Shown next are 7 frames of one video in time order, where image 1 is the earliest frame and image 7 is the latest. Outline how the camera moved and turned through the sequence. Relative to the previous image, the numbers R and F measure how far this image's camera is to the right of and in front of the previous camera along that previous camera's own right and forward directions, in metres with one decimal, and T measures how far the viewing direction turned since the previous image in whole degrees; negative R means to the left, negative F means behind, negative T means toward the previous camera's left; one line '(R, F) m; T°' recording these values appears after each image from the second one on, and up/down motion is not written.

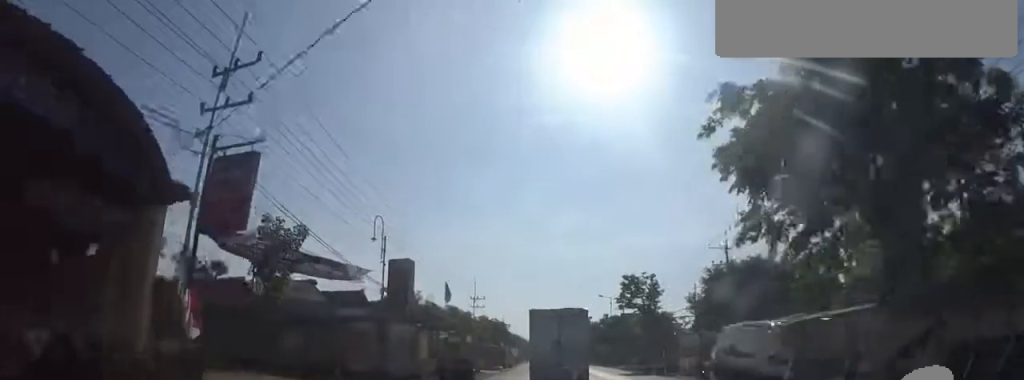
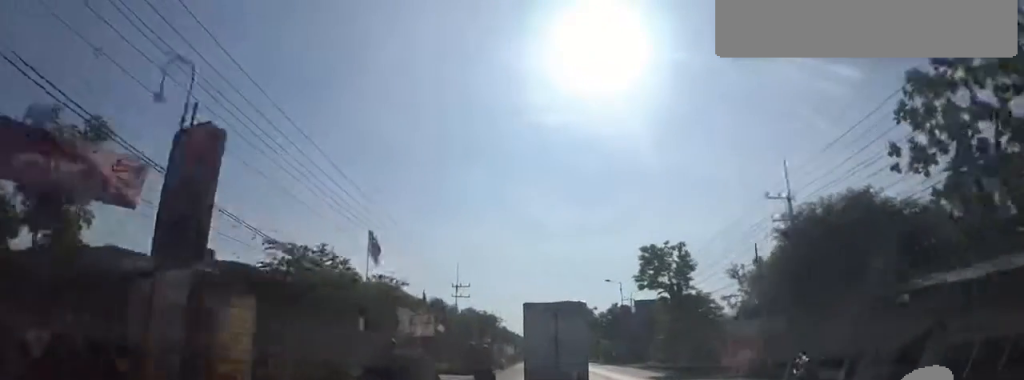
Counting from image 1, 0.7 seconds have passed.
(+0.4, +10.0) m; -4°
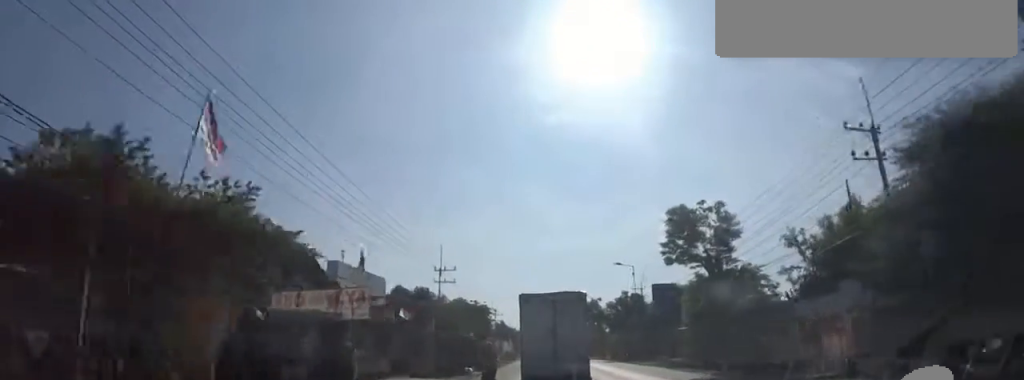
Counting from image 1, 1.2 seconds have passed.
(-0.8, +7.5) m; 0°
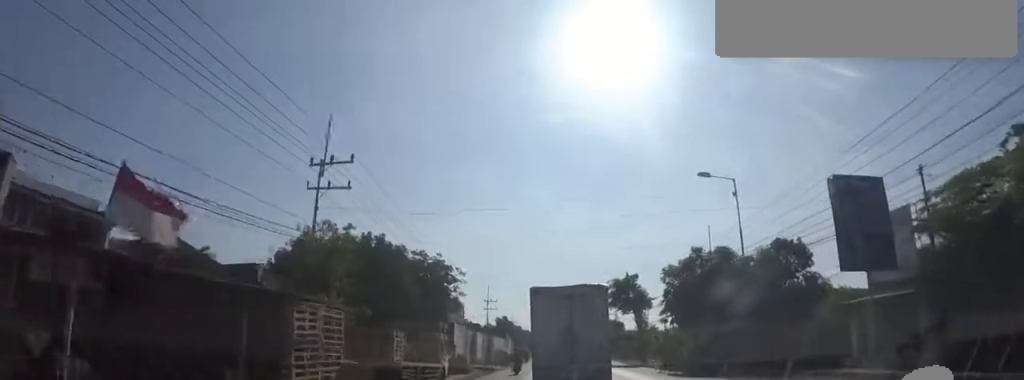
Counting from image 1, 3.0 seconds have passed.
(+0.4, +24.2) m; 0°
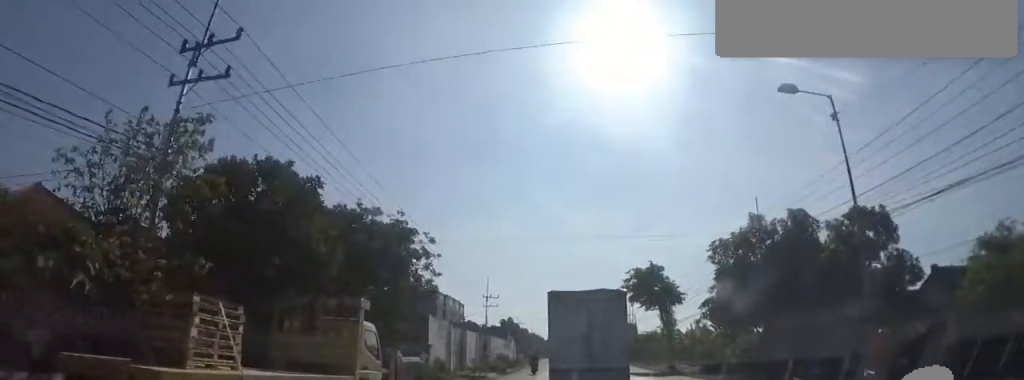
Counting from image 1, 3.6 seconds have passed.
(-1.0, +8.7) m; 0°
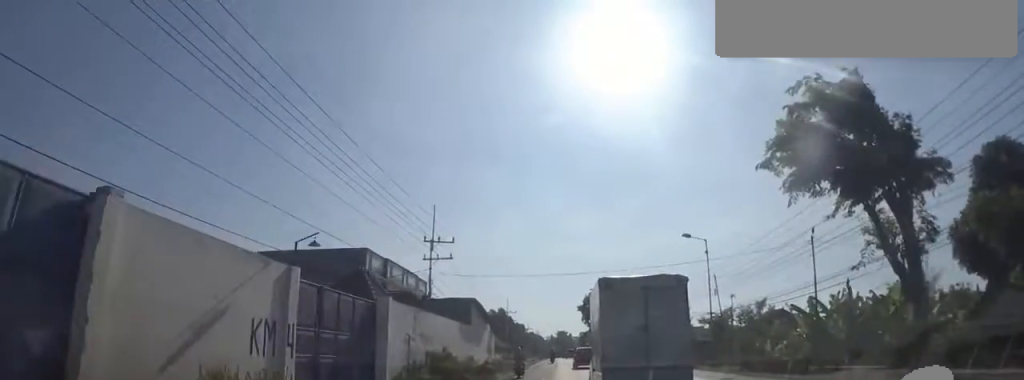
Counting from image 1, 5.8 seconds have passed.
(0.0, +29.2) m; 0°
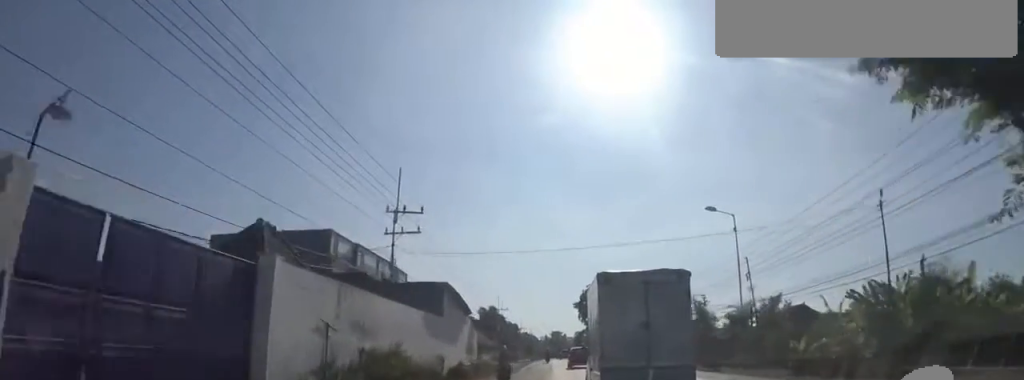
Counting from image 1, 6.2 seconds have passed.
(+0.7, +6.2) m; 0°
